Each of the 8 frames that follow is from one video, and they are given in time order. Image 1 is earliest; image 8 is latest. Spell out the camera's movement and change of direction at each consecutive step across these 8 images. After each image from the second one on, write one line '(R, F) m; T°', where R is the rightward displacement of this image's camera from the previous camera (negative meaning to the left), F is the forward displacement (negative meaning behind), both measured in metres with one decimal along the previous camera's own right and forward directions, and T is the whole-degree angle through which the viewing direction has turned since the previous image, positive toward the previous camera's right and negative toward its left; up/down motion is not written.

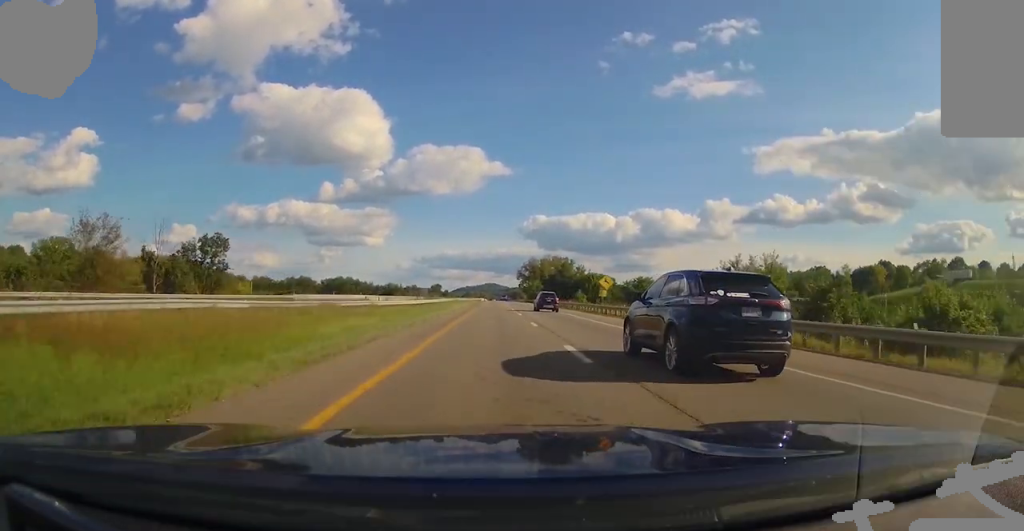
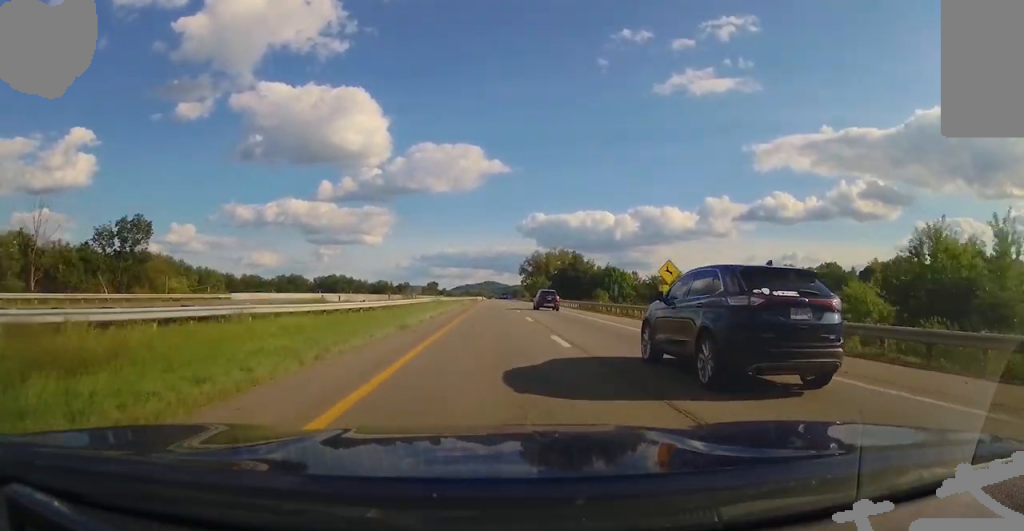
(0.0, +21.5) m; 0°
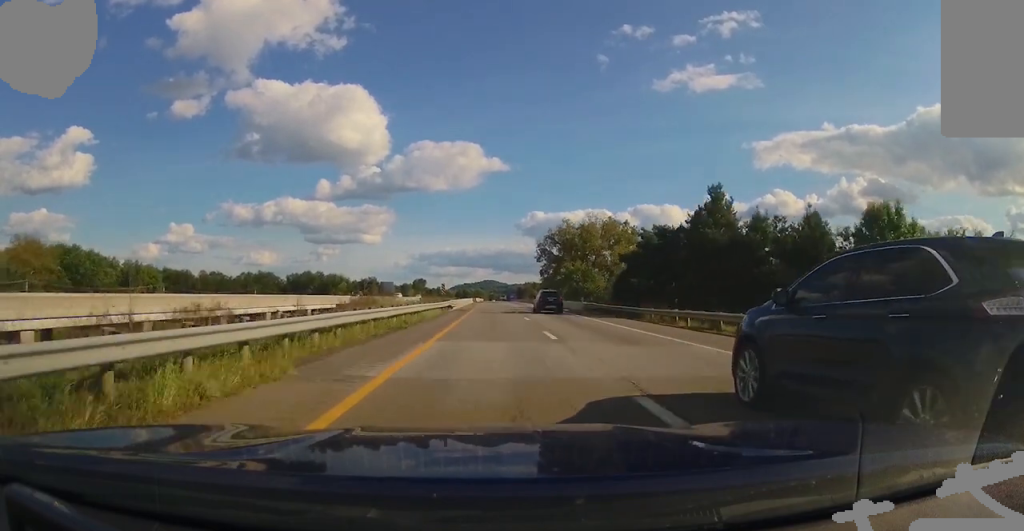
(0.0, +71.1) m; 0°
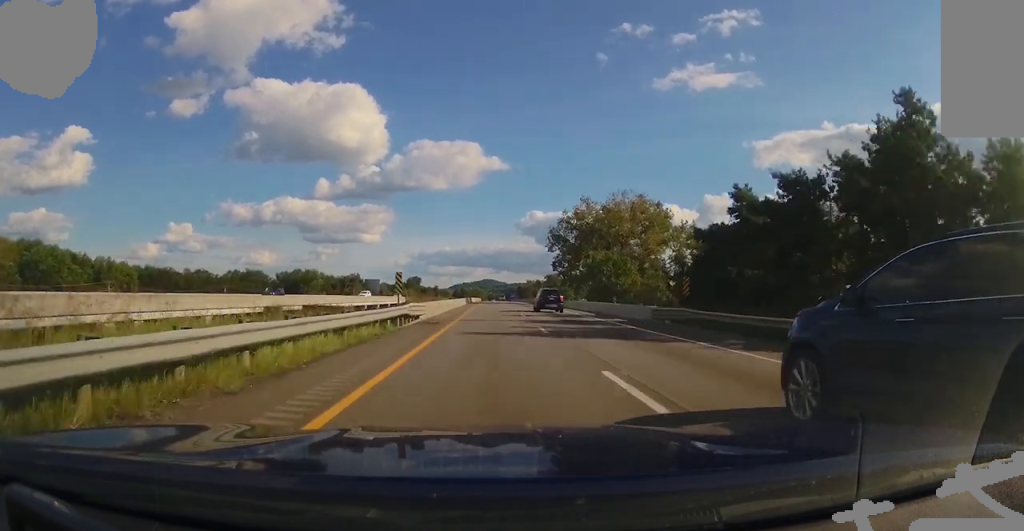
(0.0, +22.0) m; 0°
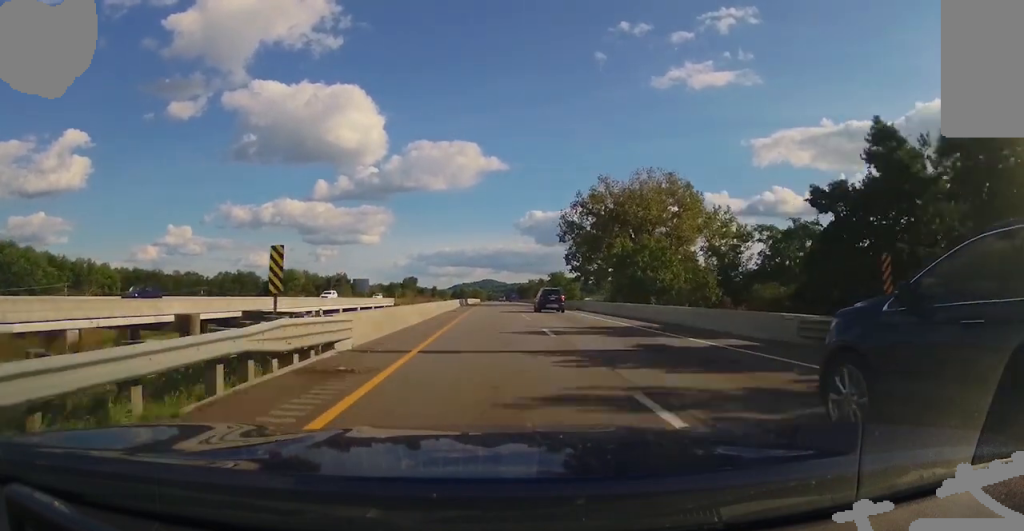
(0.0, +14.2) m; 0°
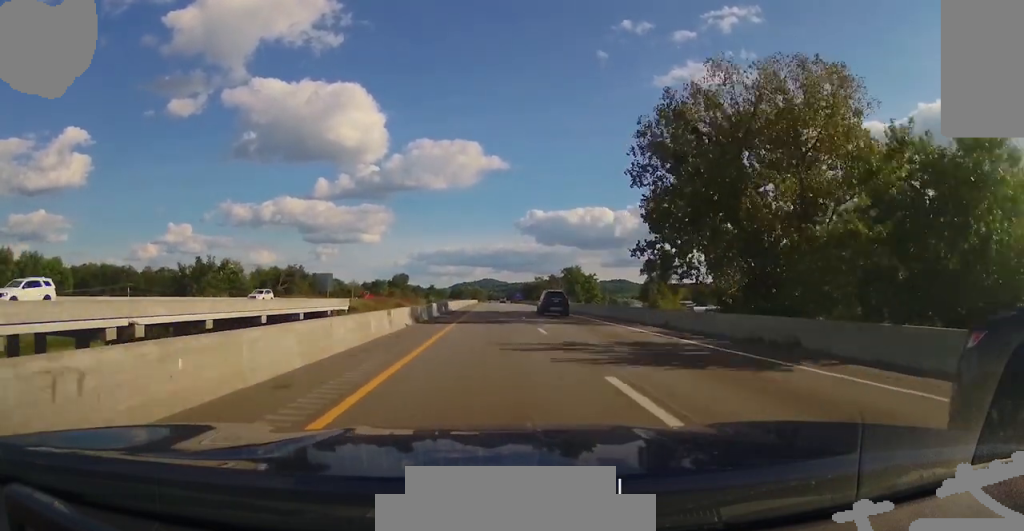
(0.0, +35.0) m; 0°
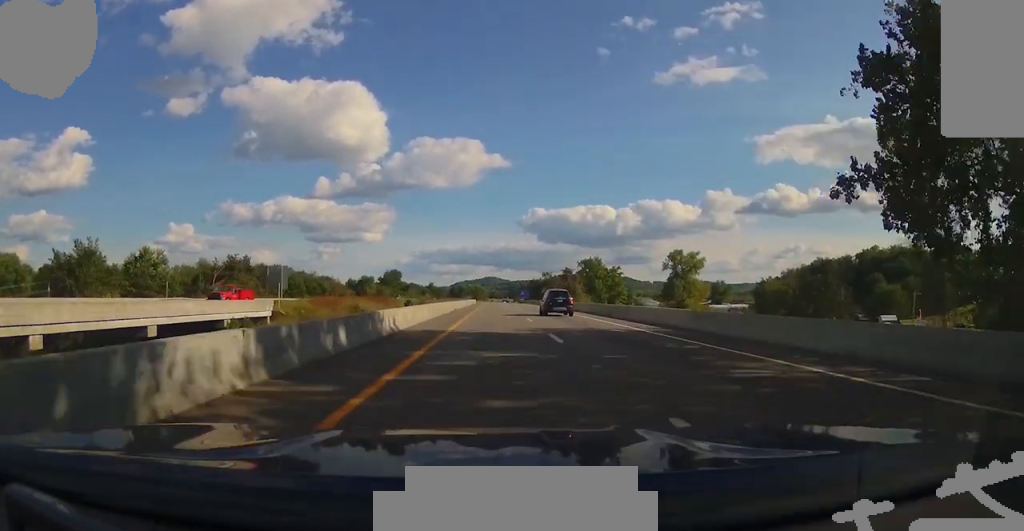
(0.0, +27.3) m; 0°
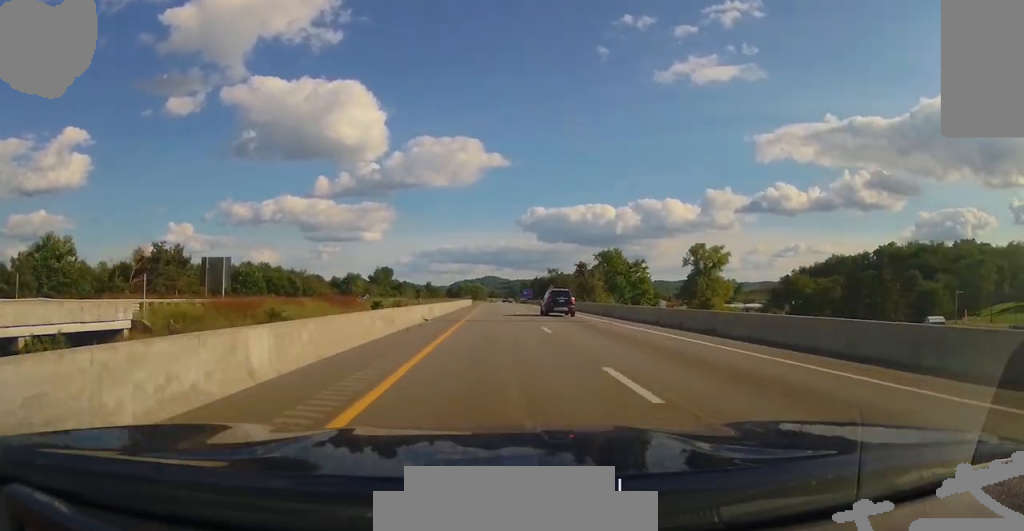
(0.0, +20.7) m; 0°
